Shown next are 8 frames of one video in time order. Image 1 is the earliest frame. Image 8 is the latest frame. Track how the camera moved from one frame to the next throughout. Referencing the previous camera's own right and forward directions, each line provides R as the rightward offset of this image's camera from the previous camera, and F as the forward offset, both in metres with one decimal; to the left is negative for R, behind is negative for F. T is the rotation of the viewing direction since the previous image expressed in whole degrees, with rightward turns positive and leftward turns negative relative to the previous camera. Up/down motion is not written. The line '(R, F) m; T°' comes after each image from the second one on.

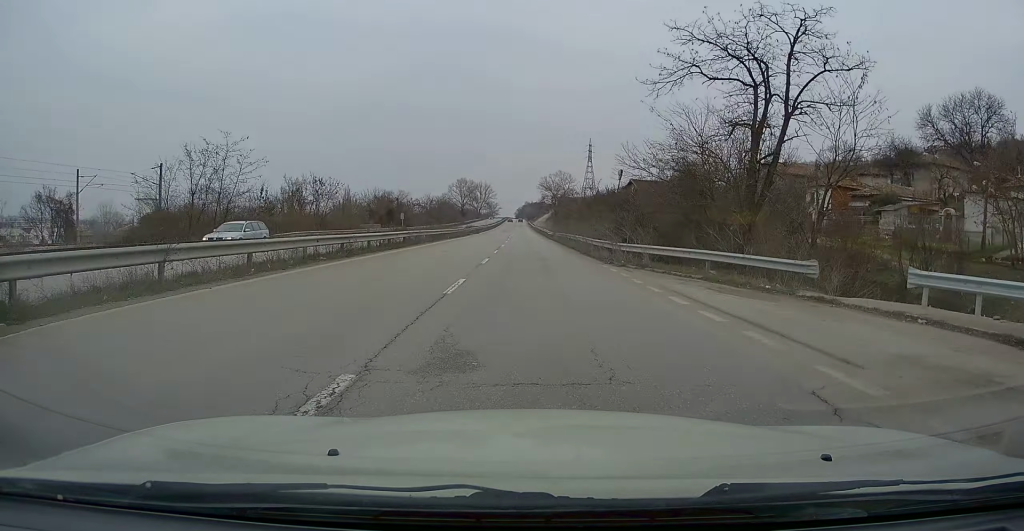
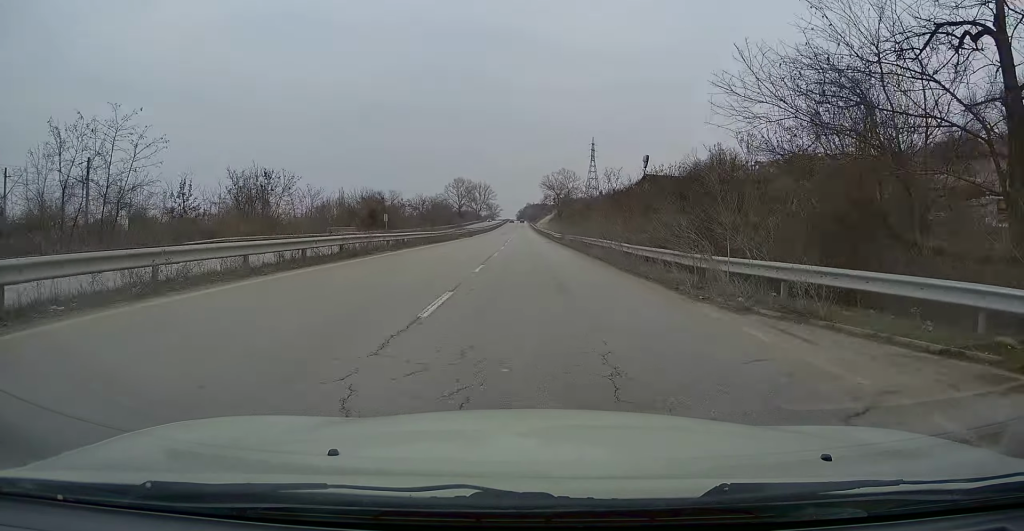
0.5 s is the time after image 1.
(-0.1, +11.7) m; -1°
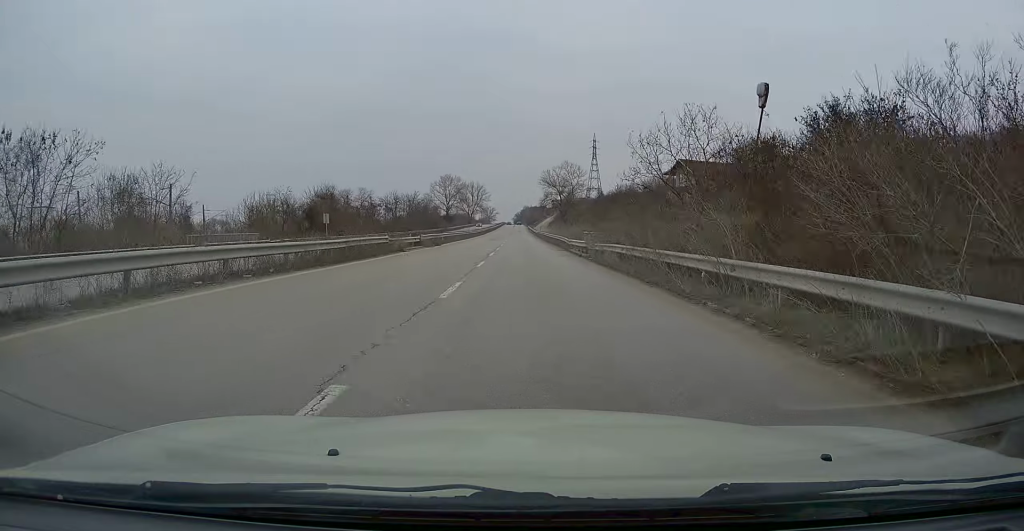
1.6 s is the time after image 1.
(-0.4, +23.2) m; -1°
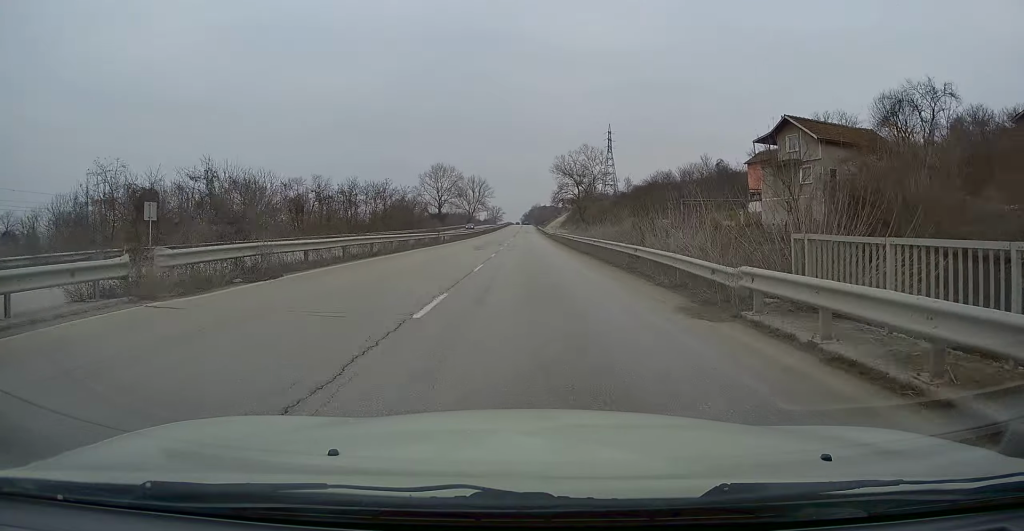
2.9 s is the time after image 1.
(+0.3, +29.0) m; +1°
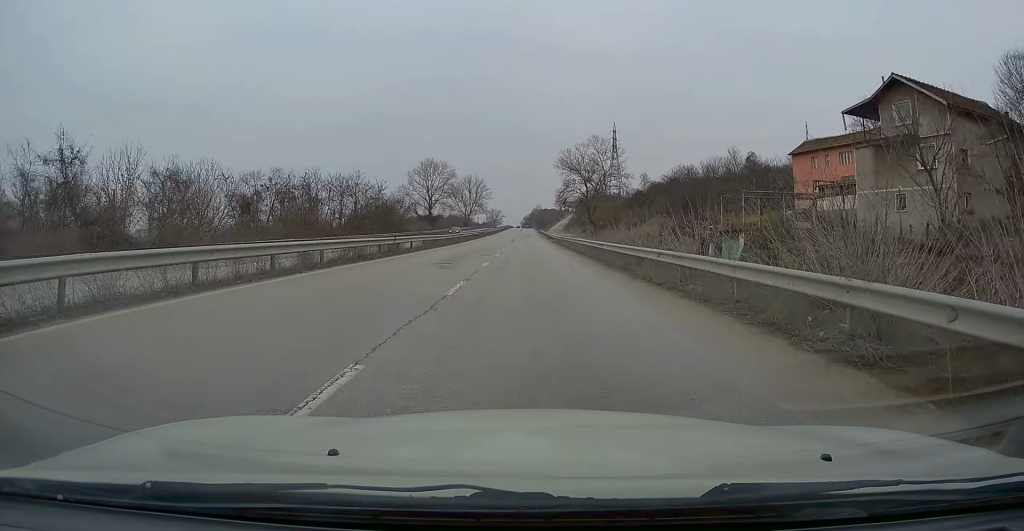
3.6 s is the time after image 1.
(+0.1, +14.5) m; -1°
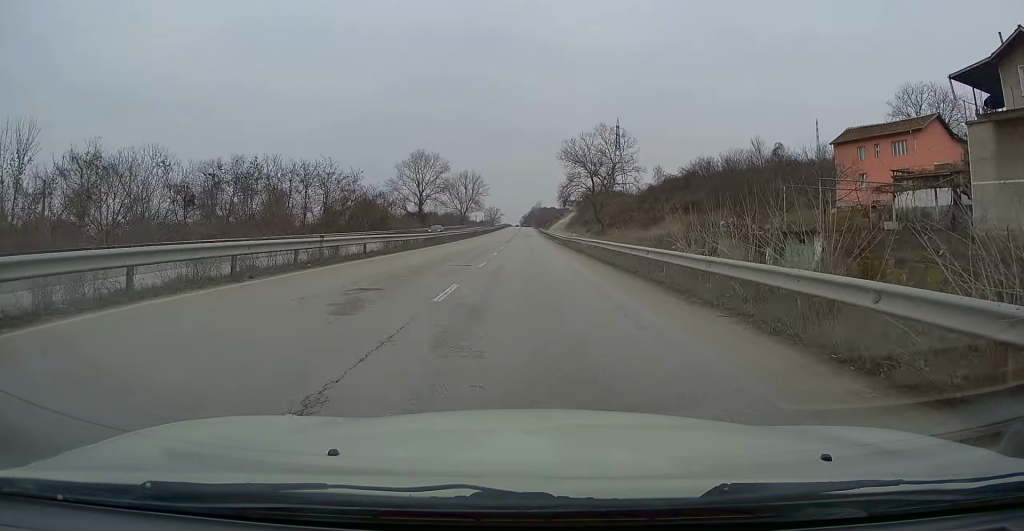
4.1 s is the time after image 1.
(-0.1, +10.1) m; 0°
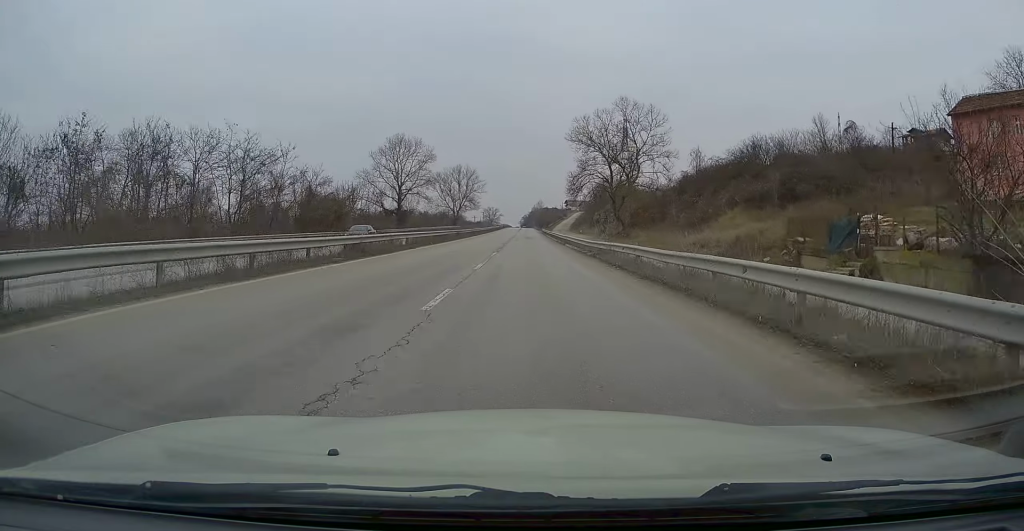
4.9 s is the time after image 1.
(-0.3, +18.9) m; 0°
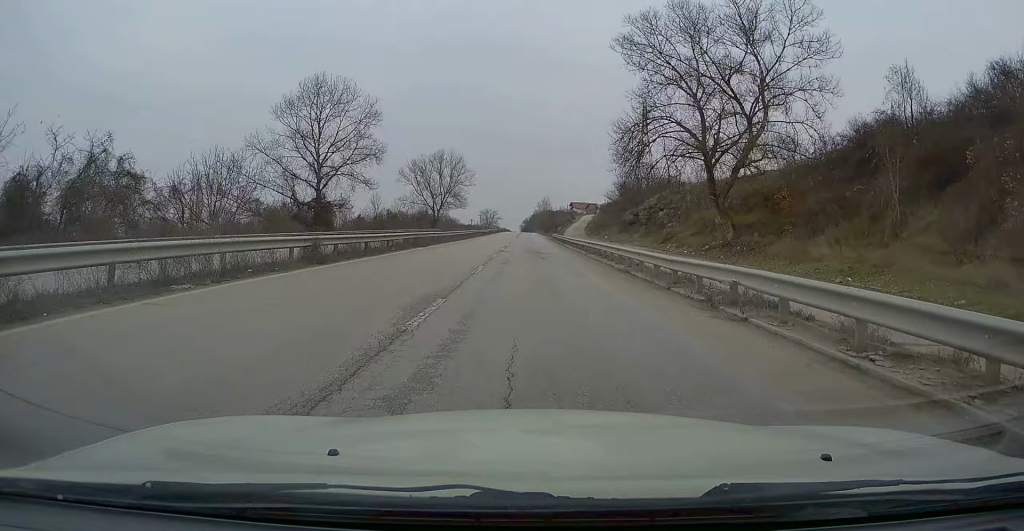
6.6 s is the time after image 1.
(+0.1, +37.3) m; 0°
